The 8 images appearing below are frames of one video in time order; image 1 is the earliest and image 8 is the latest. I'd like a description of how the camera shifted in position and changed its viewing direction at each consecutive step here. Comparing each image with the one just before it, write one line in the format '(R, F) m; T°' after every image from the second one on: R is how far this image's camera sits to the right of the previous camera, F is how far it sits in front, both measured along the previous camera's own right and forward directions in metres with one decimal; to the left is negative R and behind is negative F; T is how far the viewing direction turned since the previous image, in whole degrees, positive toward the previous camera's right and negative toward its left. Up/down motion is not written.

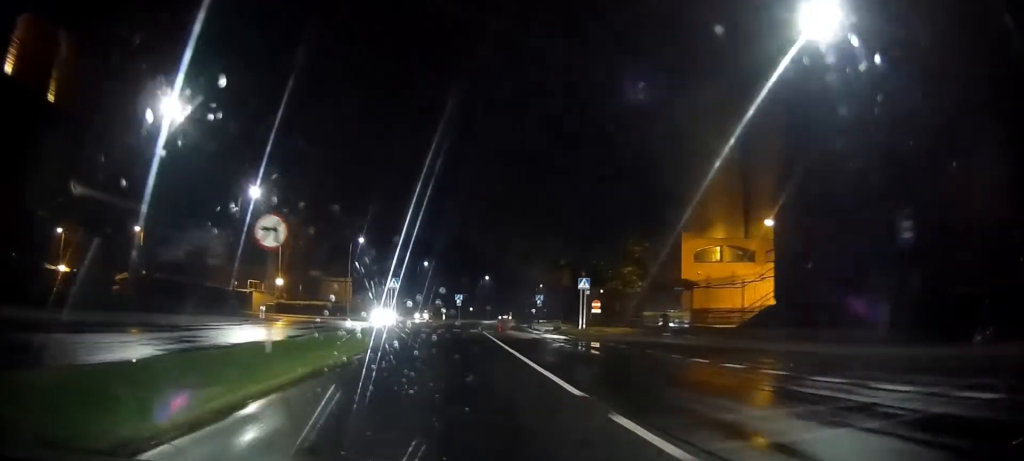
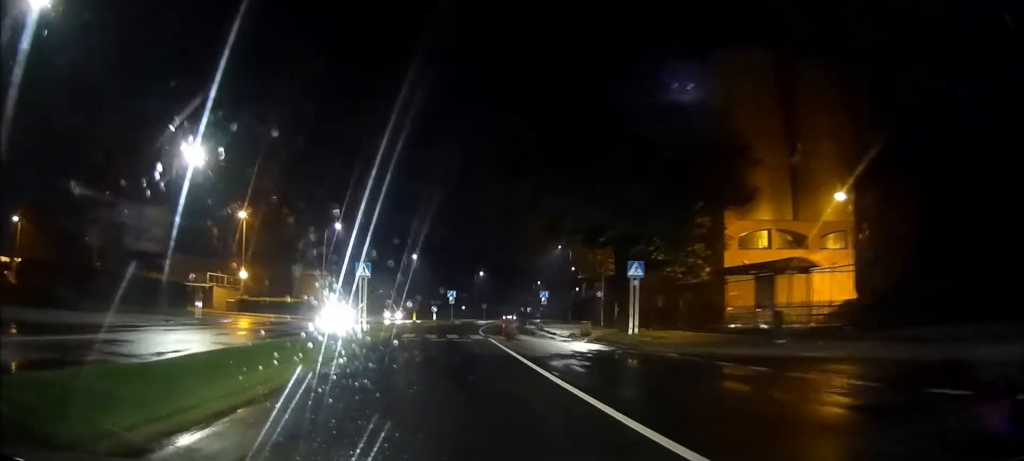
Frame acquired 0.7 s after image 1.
(0.0, +12.2) m; 0°
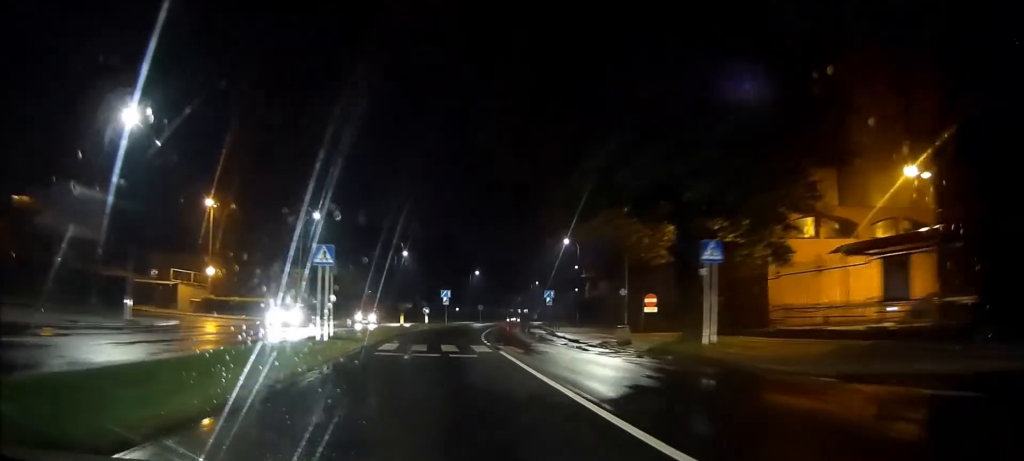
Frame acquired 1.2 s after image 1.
(0.0, +8.7) m; +2°
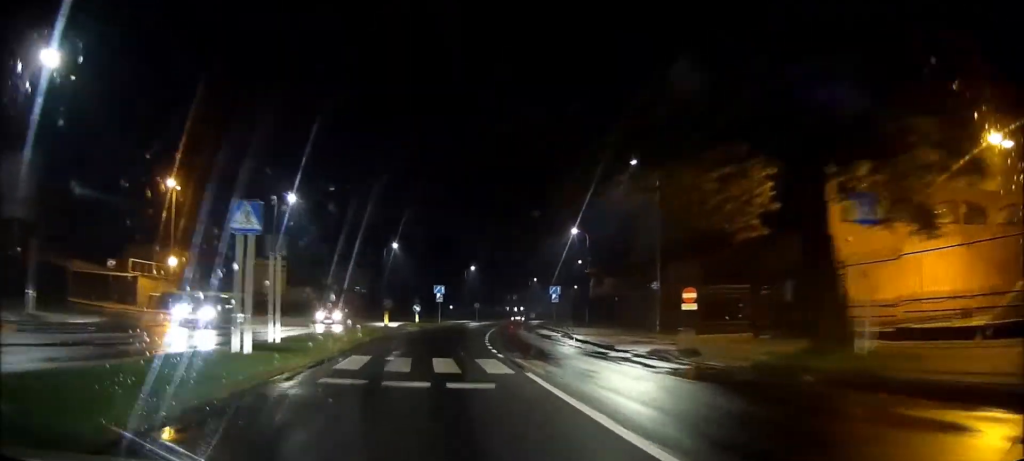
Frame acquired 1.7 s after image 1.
(-0.2, +8.2) m; +2°
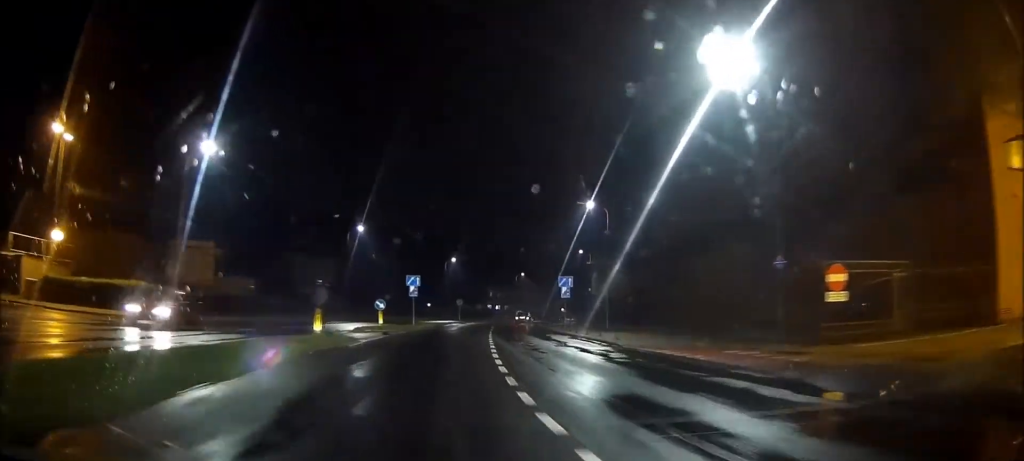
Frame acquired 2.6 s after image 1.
(+1.0, +16.1) m; +4°
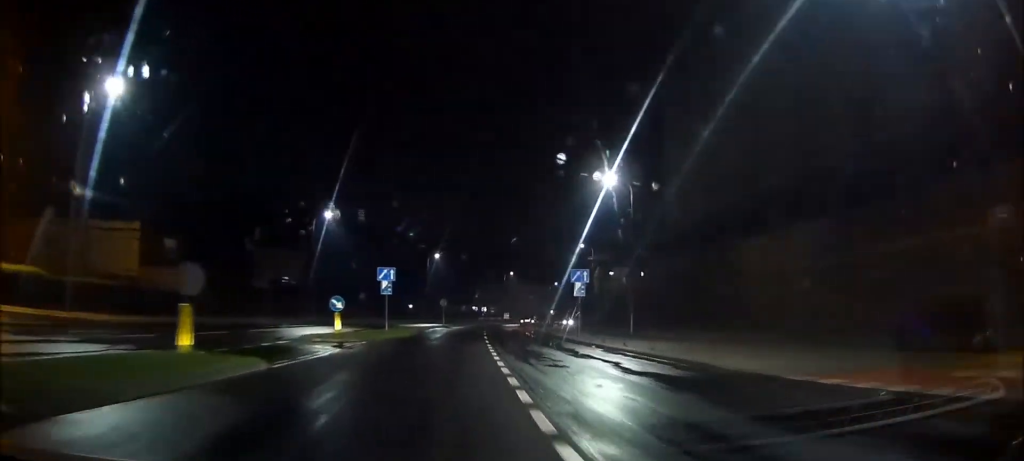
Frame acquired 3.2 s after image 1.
(+0.2, +10.9) m; +1°
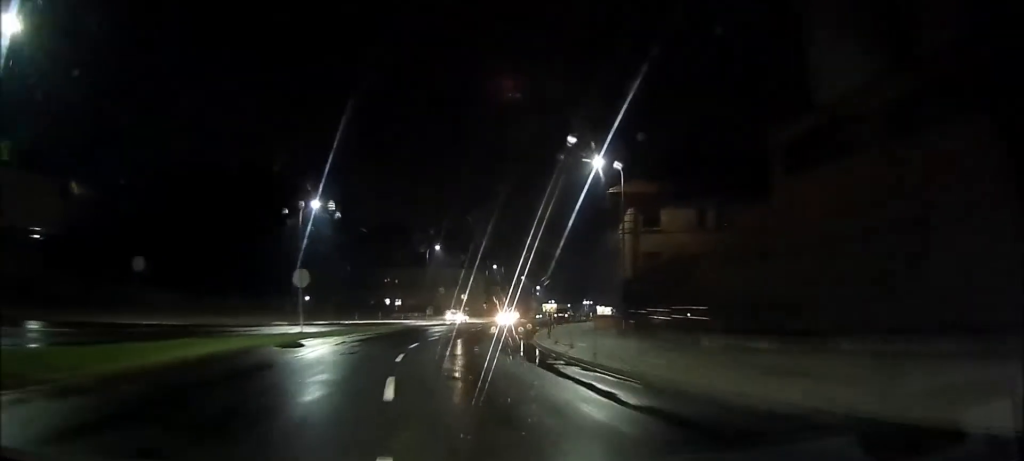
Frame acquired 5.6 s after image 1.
(+0.1, +40.5) m; +5°
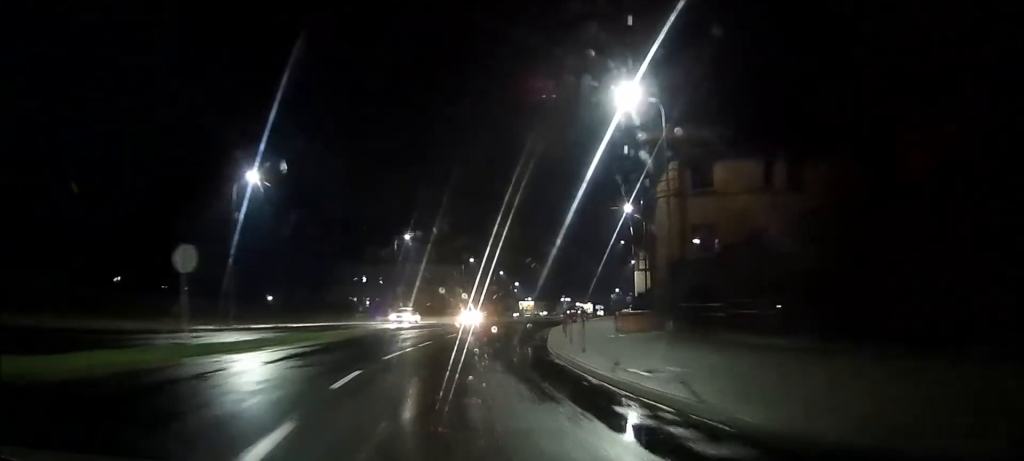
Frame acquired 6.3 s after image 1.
(+0.7, +11.5) m; +5°
